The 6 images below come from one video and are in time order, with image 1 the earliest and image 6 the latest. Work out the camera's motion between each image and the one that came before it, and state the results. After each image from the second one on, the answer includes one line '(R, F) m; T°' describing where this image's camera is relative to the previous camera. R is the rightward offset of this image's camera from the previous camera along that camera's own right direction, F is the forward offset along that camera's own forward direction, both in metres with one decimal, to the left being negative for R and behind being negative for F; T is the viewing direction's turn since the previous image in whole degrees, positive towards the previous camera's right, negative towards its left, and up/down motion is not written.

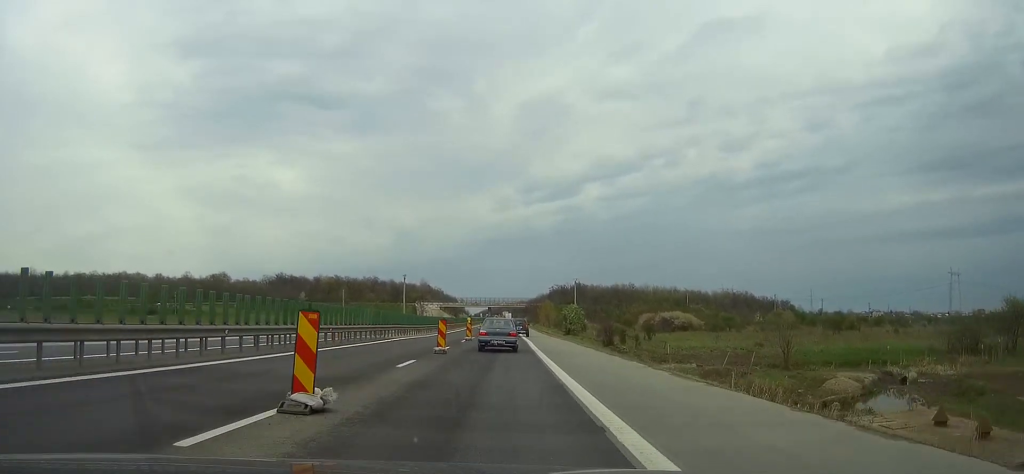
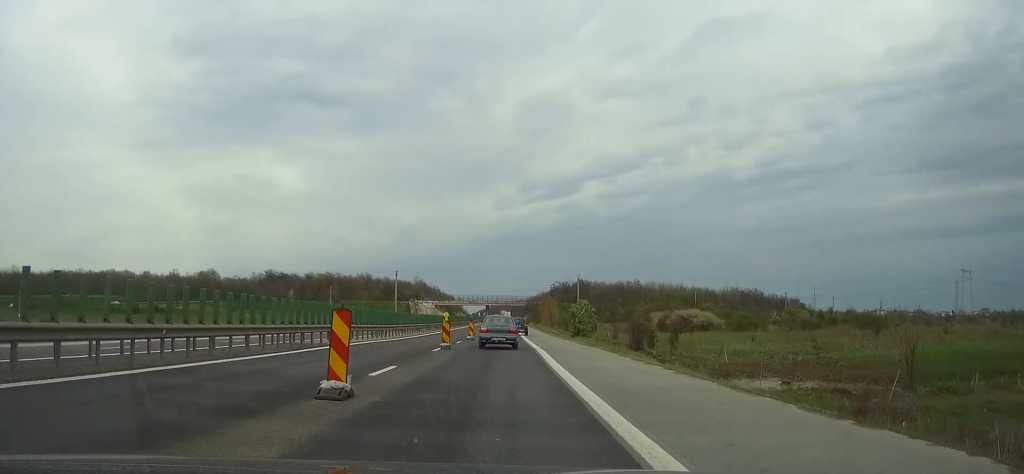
(0.0, +15.8) m; 0°
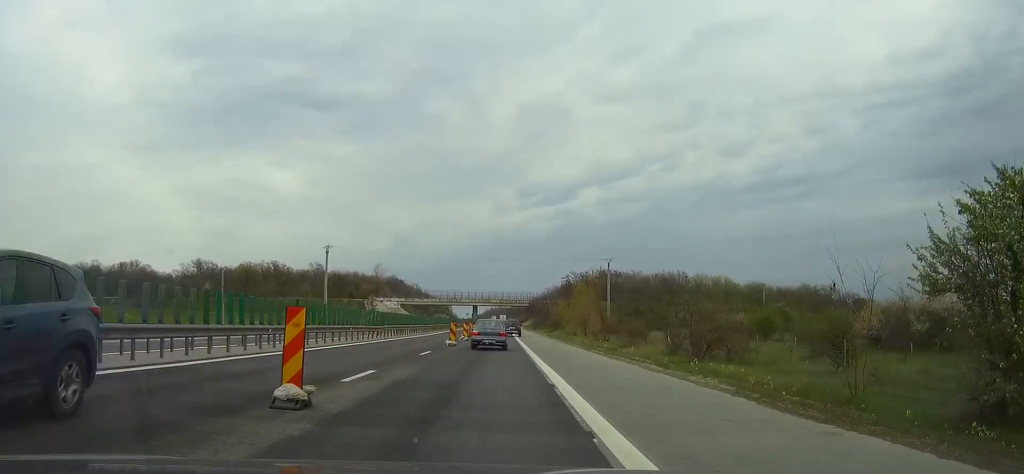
(+0.3, +86.1) m; 0°
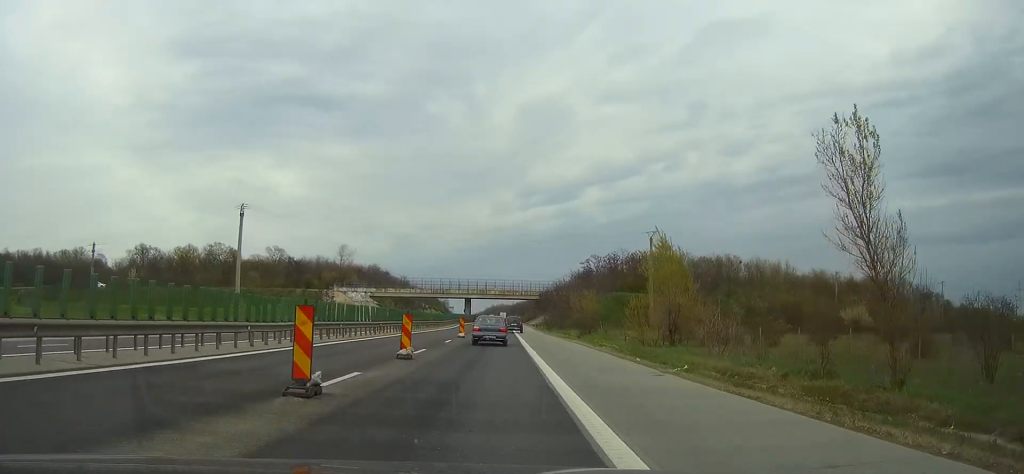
(-0.1, +49.9) m; 0°
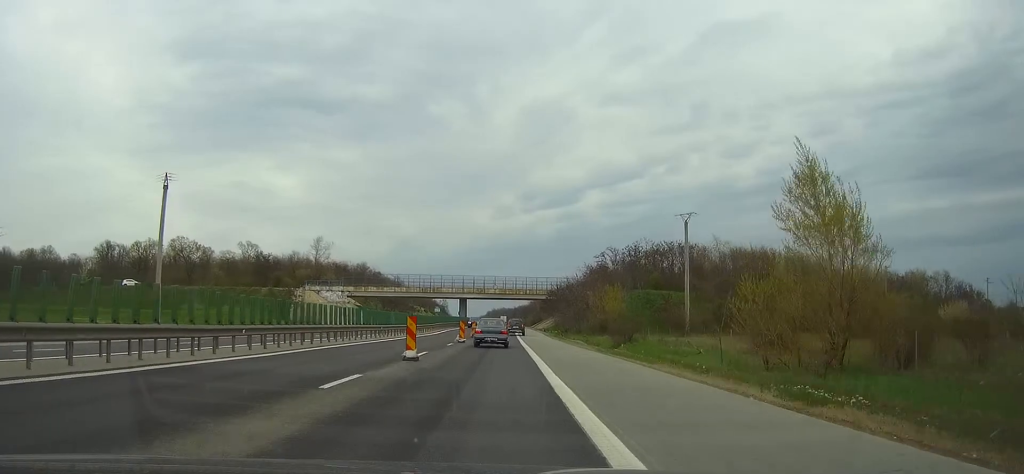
(0.0, +24.3) m; 0°
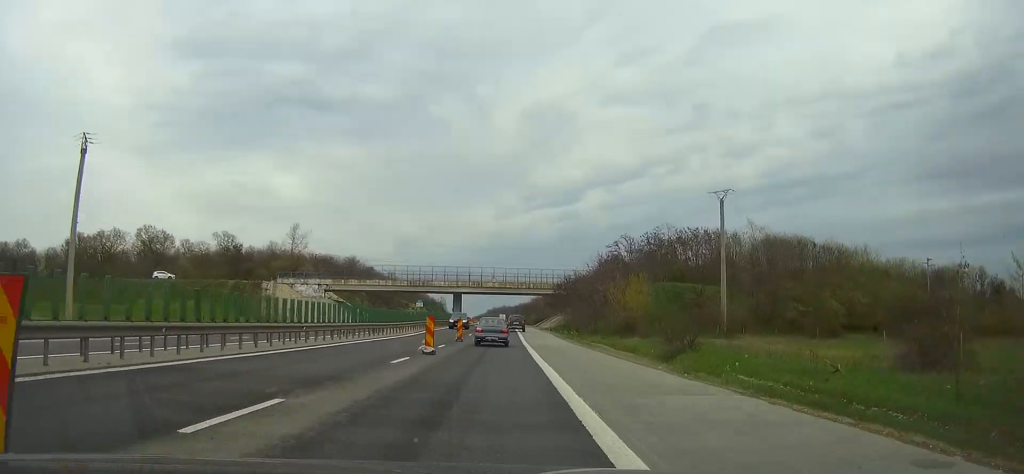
(0.0, +17.4) m; 0°
